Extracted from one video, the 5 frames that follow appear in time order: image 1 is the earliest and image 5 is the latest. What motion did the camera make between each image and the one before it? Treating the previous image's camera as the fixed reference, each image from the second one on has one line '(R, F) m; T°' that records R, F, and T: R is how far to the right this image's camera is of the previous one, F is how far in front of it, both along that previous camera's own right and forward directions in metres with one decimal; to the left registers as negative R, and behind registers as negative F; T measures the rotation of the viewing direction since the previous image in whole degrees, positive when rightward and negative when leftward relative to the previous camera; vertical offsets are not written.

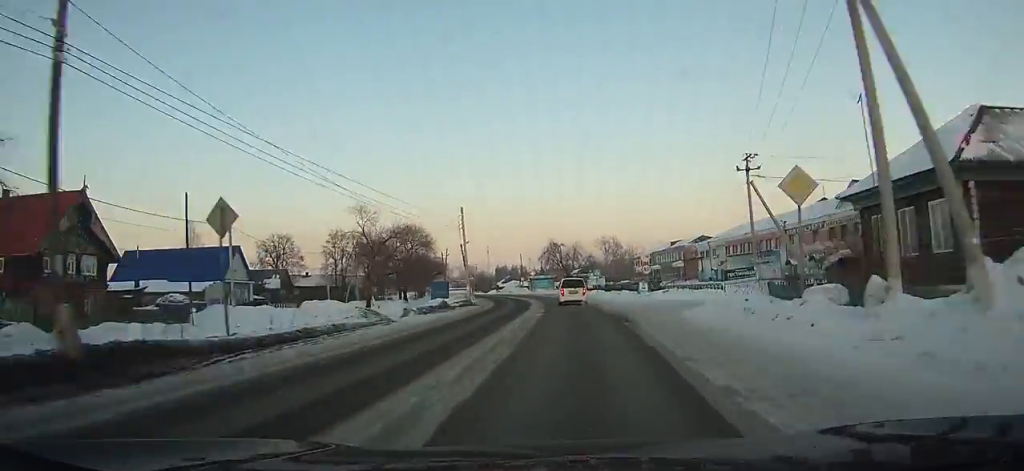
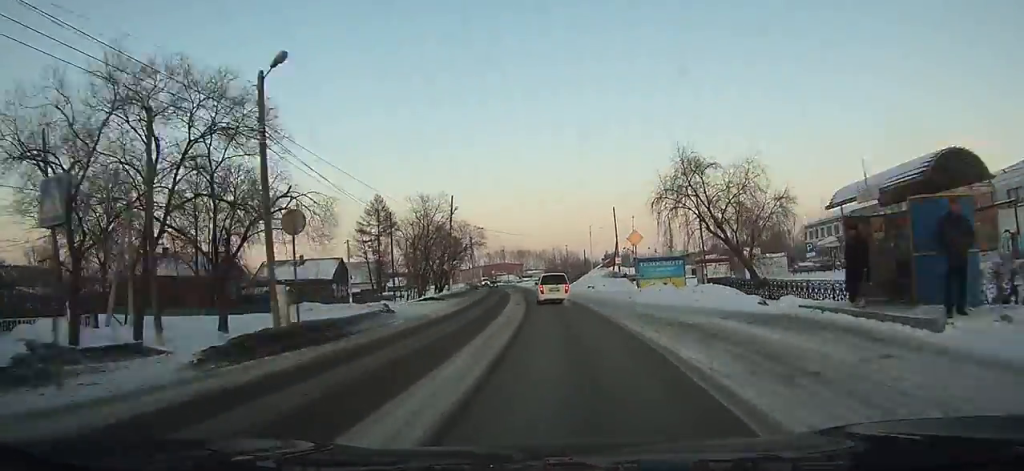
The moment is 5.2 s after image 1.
(-4.4, +66.5) m; -9°
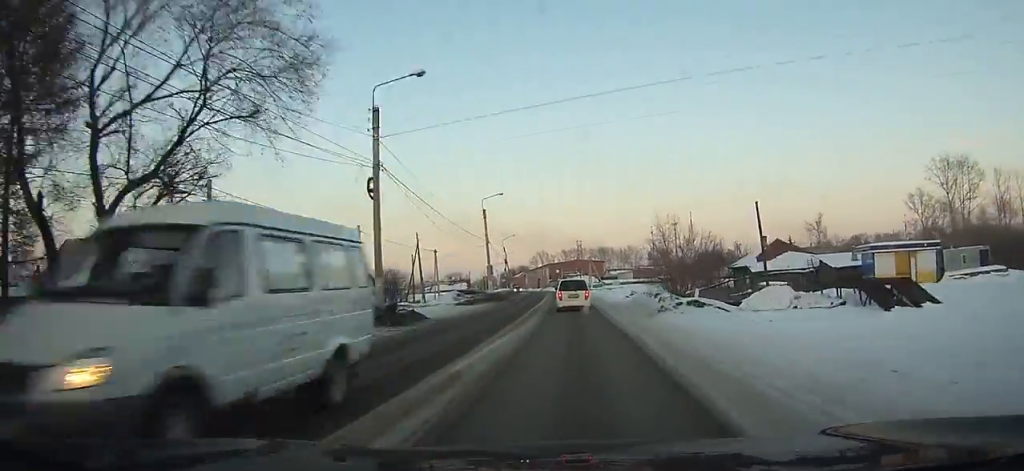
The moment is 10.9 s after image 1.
(-6.5, +71.7) m; -8°
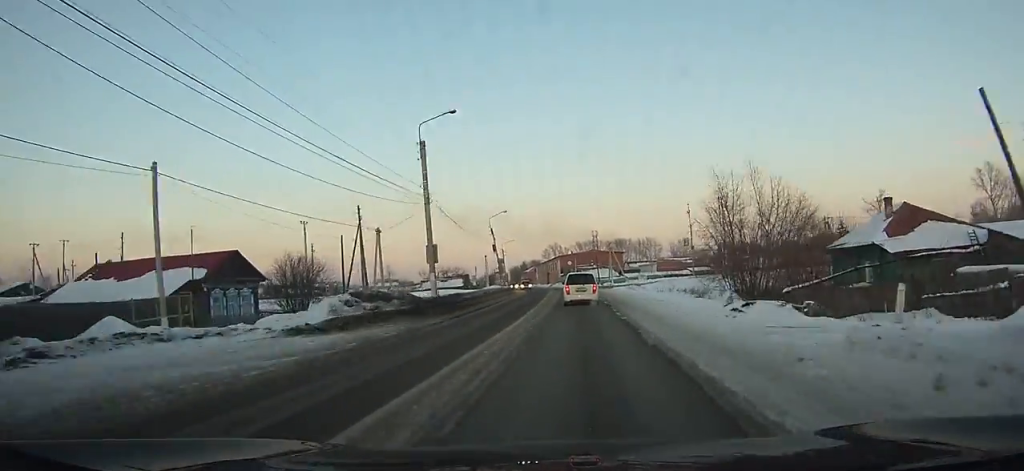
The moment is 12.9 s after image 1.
(-0.3, +25.2) m; -1°
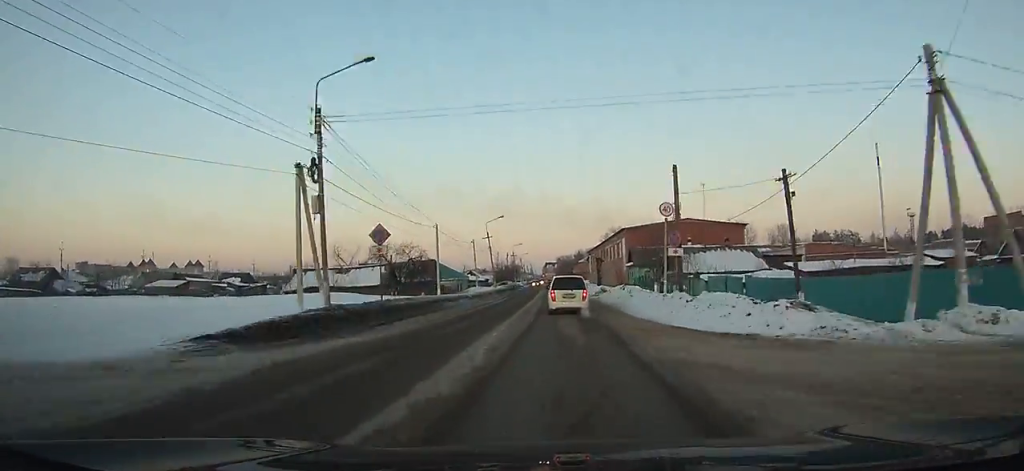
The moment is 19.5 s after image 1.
(-4.0, +82.7) m; -7°
